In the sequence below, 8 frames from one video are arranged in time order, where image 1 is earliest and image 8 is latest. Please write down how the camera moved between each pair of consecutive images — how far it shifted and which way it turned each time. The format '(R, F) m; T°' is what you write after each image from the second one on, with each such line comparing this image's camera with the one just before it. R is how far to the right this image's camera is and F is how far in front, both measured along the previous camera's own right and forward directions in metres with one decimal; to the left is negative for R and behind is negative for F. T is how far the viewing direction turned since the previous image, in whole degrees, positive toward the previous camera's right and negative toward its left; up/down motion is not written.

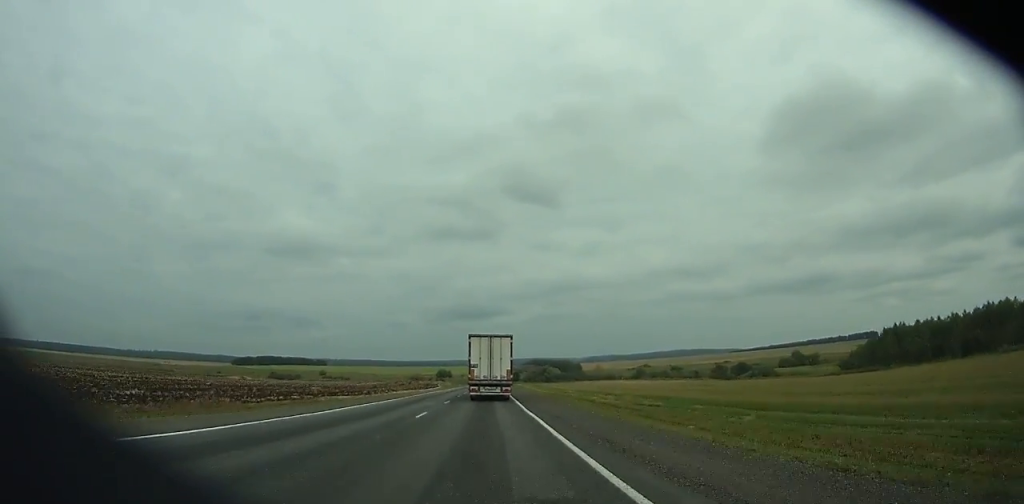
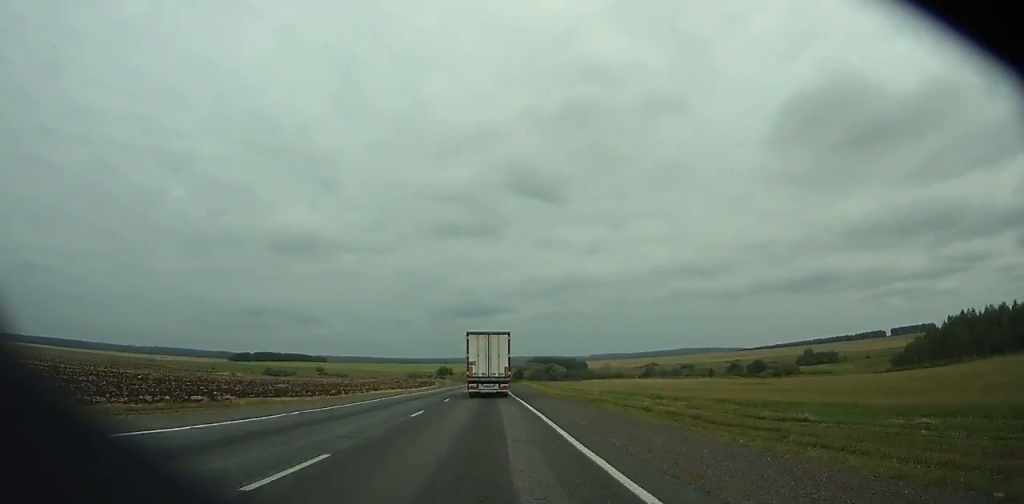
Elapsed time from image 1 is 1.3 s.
(0.0, +25.5) m; 0°
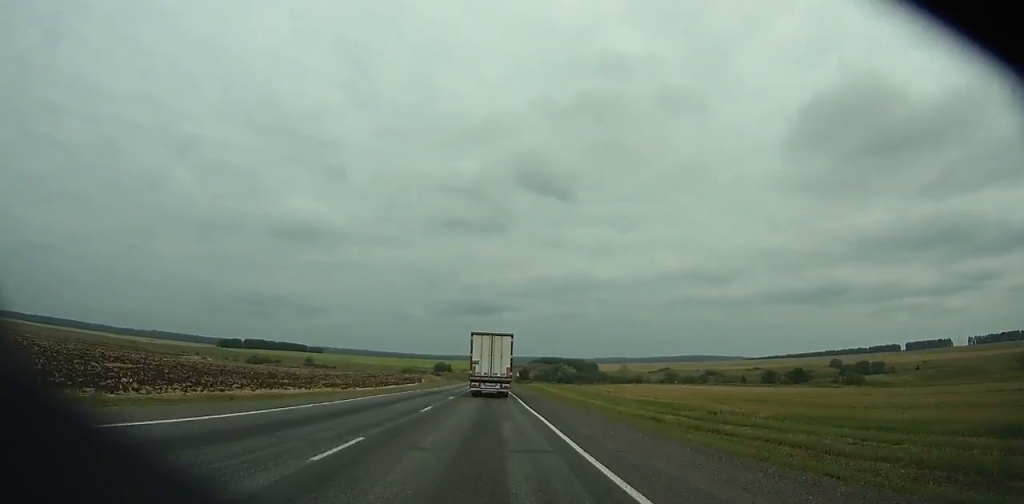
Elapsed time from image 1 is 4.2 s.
(-0.1, +57.3) m; 0°
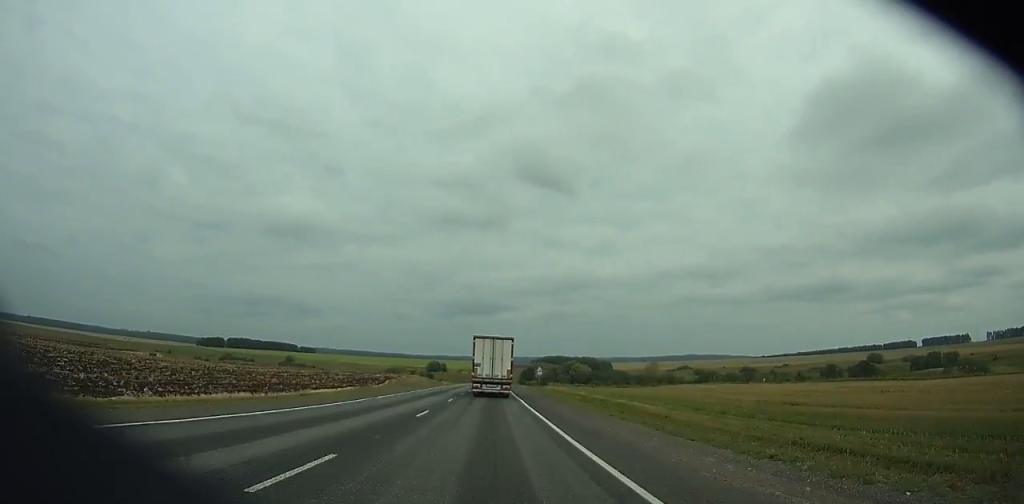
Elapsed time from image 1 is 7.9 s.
(+0.1, +73.7) m; 0°
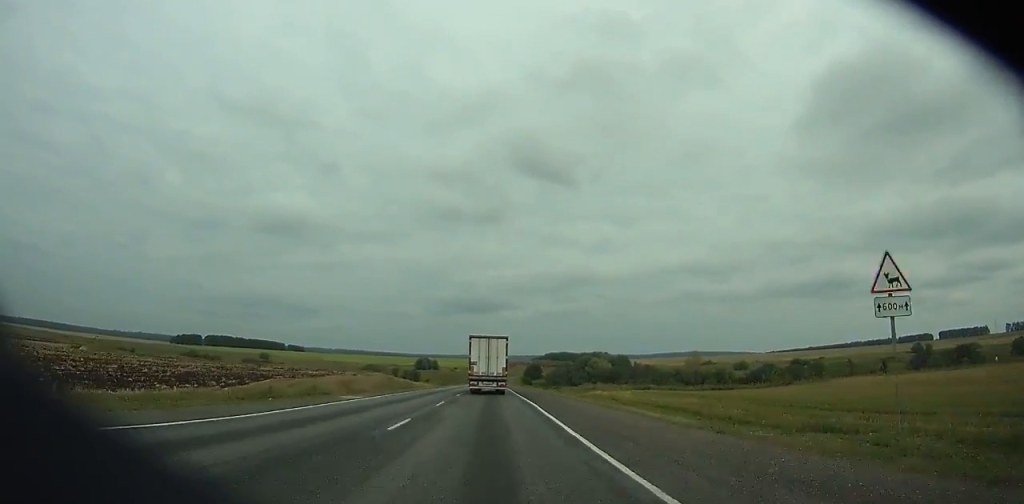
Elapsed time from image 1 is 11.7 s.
(+0.1, +76.6) m; 0°
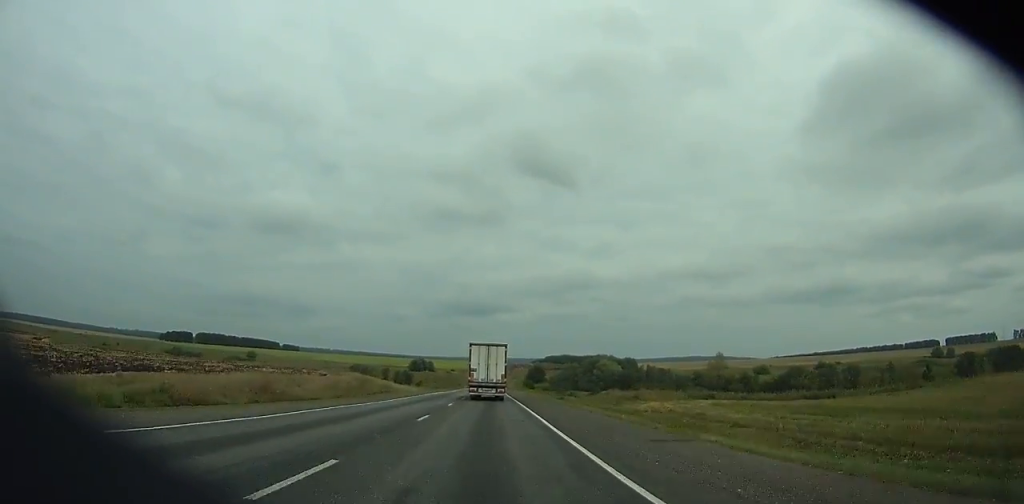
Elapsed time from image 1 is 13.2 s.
(0.0, +30.6) m; 0°
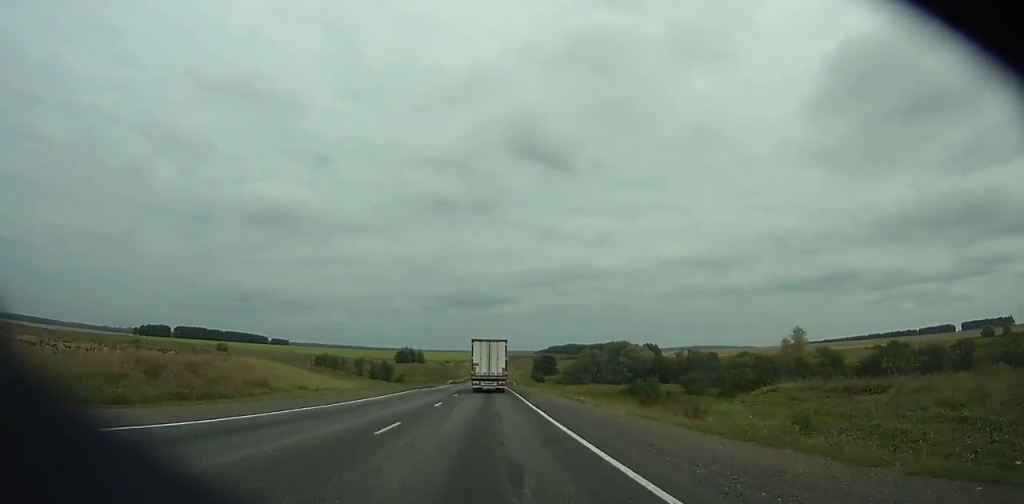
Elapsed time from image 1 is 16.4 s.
(-0.2, +65.7) m; 0°
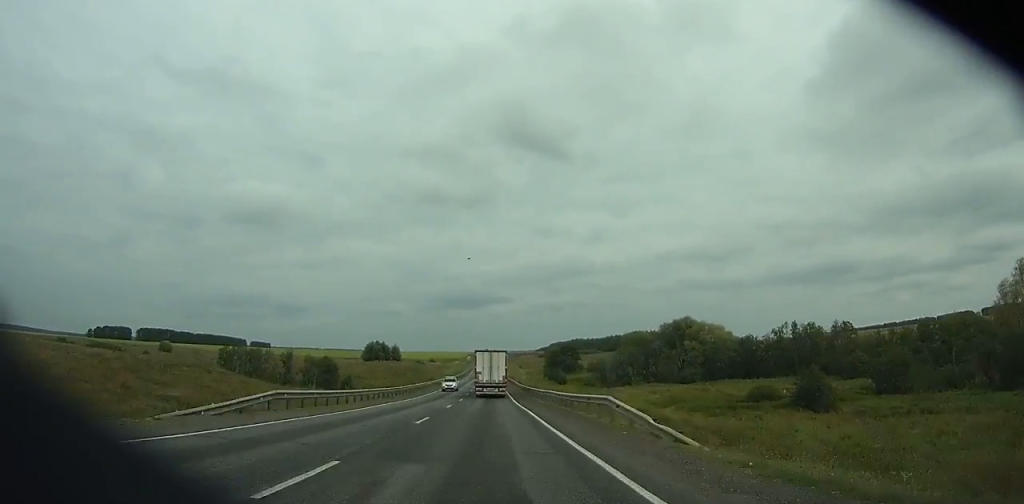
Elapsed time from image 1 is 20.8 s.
(+0.1, +92.1) m; 0°
